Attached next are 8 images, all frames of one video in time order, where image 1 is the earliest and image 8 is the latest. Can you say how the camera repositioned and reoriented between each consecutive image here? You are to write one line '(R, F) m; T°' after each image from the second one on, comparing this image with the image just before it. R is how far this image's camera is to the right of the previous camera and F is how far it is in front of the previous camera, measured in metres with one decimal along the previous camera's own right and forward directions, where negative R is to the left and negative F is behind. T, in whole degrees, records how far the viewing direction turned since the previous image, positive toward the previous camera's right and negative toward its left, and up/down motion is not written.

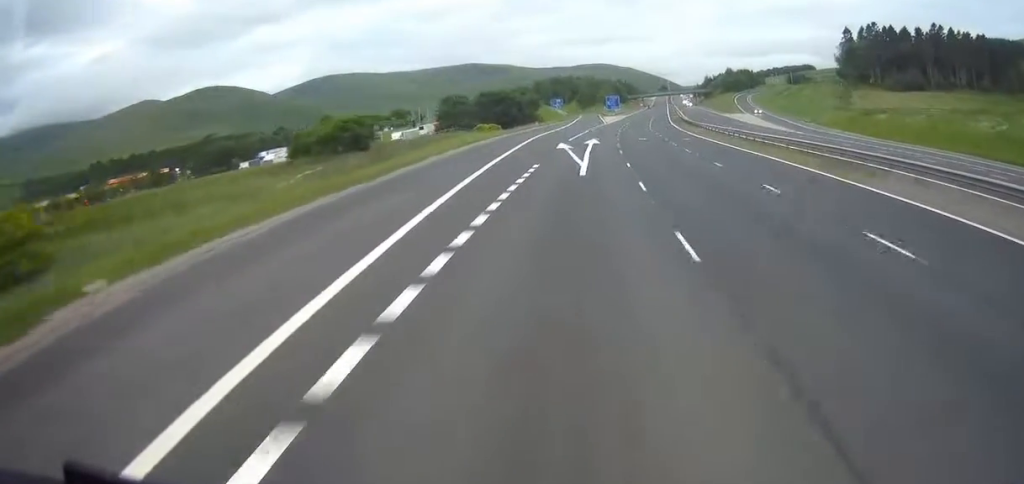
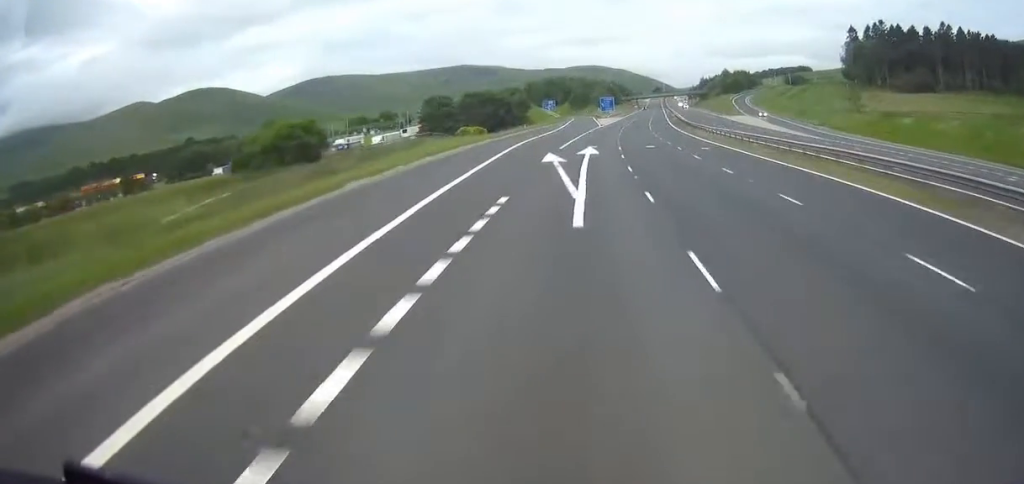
(-0.2, +10.6) m; +1°
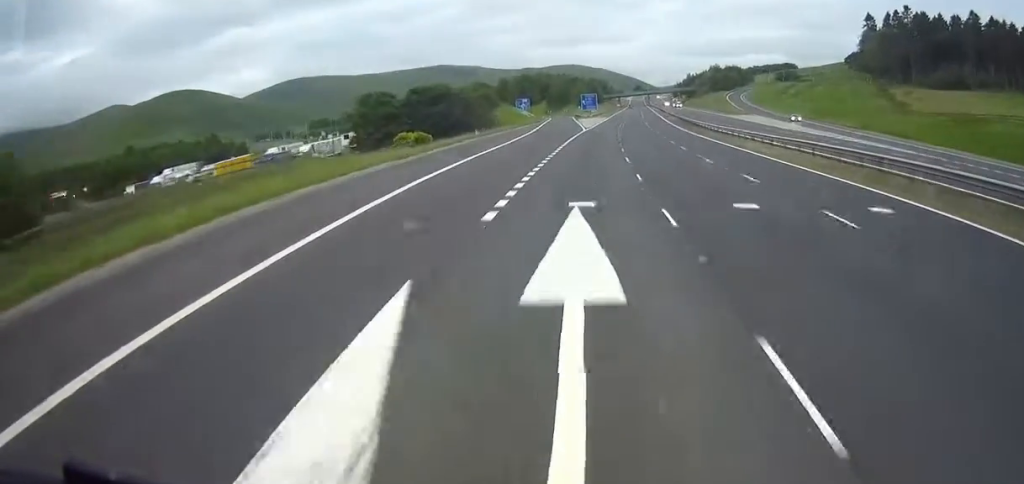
(+1.3, +30.1) m; +2°
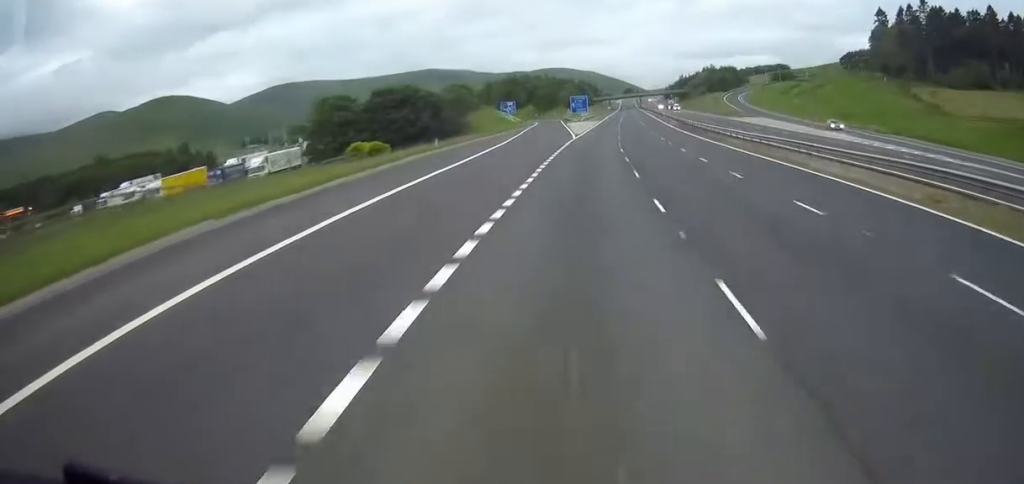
(-0.1, +15.5) m; 0°
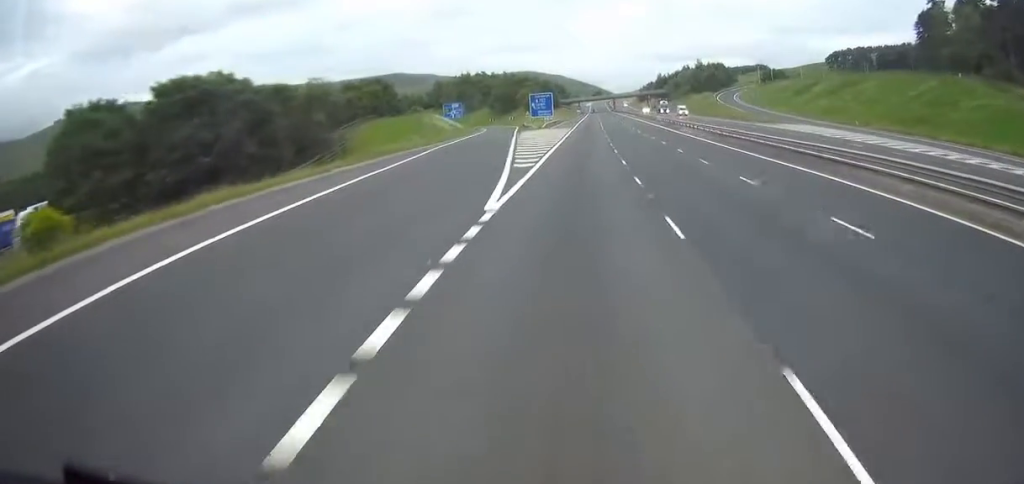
(+0.8, +47.4) m; +2°
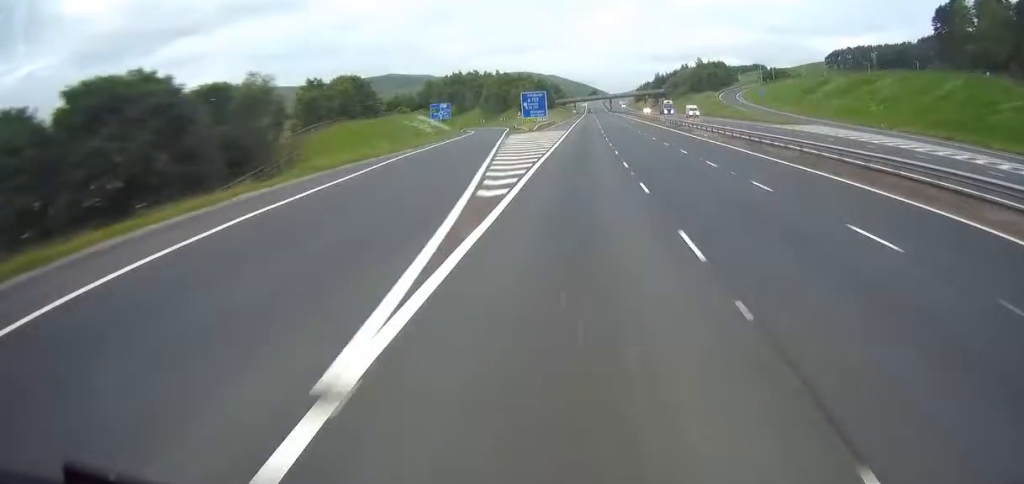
(0.0, +10.6) m; 0°
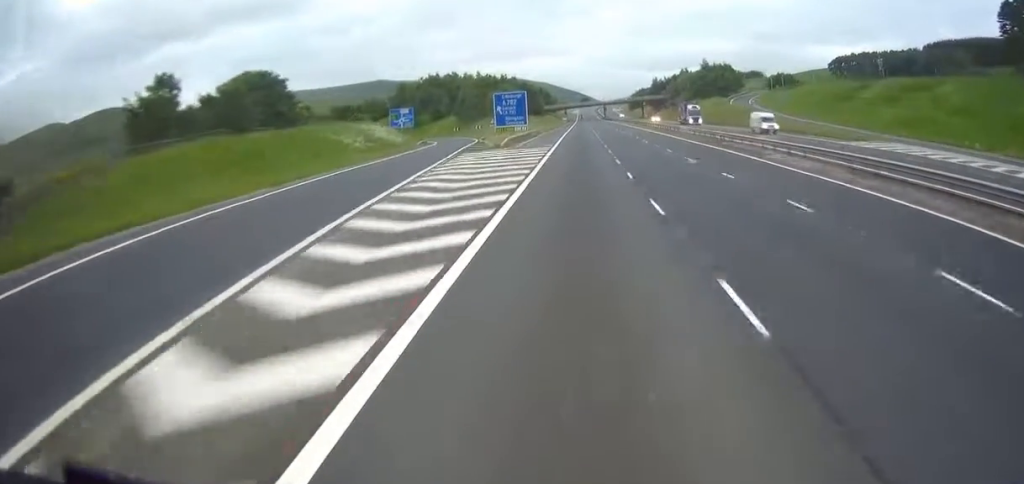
(+0.2, +30.4) m; +1°
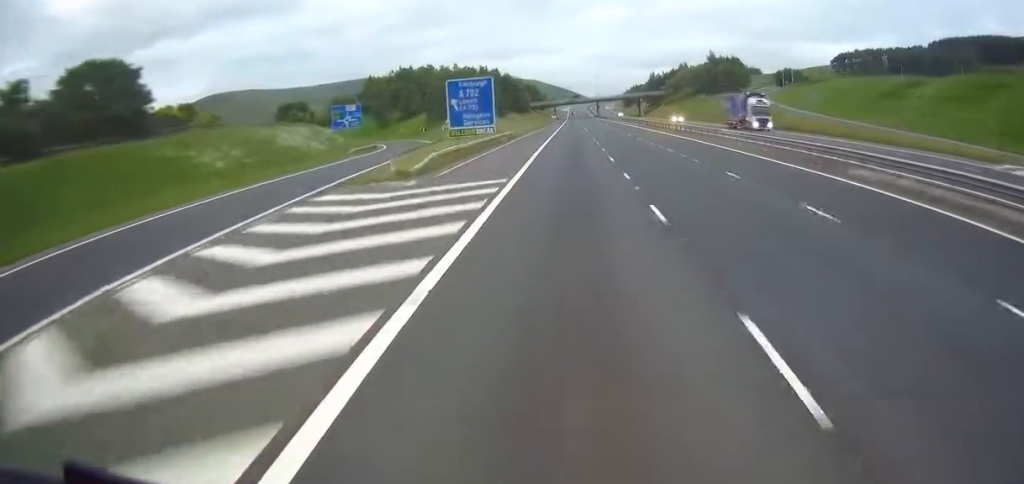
(+0.2, +28.8) m; 0°
